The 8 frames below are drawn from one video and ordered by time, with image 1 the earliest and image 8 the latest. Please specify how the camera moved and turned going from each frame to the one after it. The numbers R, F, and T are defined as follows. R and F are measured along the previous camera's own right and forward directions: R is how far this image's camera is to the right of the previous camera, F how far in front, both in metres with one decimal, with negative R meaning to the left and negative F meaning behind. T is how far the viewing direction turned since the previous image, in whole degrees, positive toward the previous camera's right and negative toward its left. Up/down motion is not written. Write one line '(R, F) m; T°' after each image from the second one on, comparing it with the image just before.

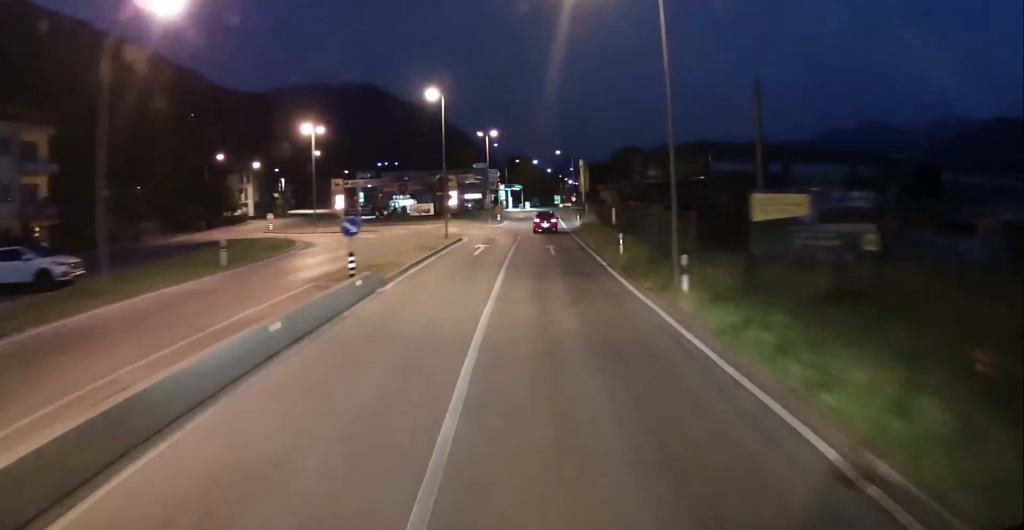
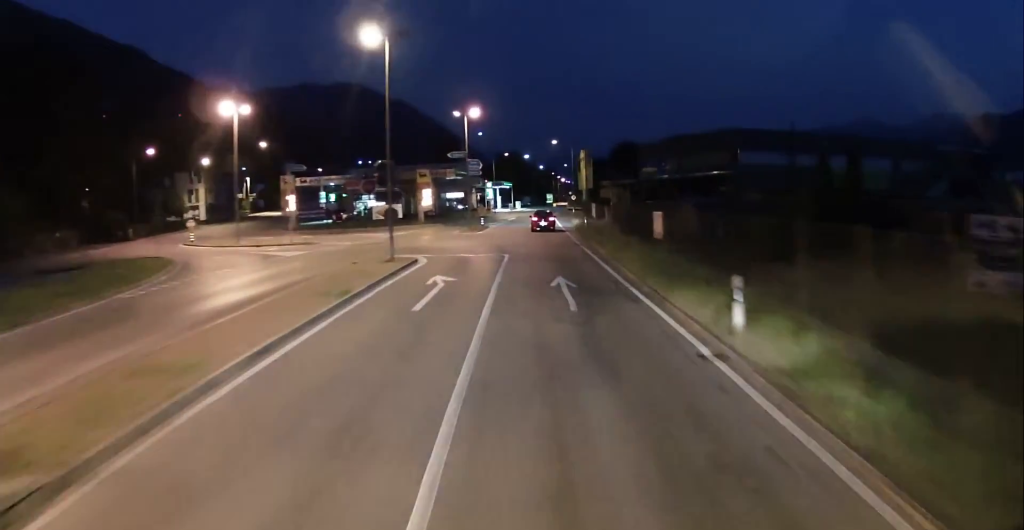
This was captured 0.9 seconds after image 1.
(+0.1, +15.3) m; +1°
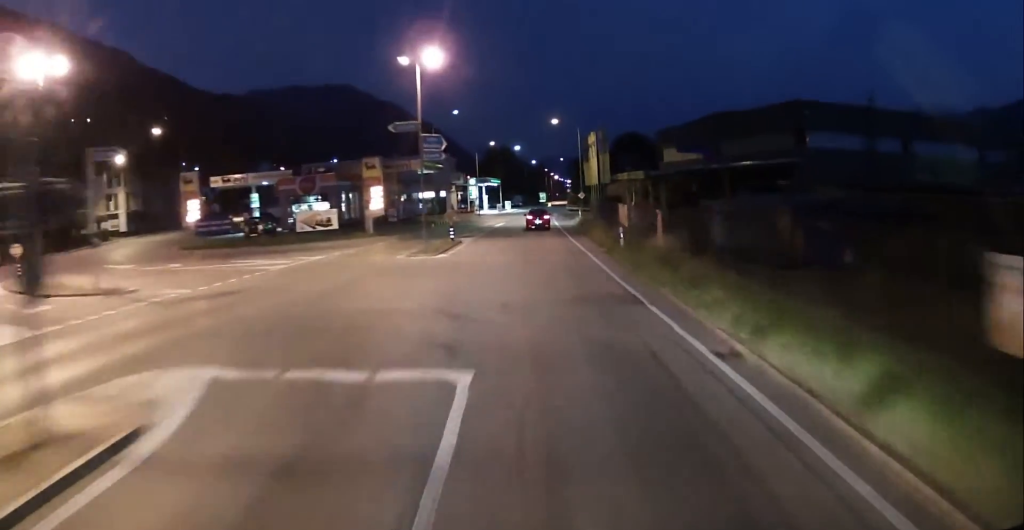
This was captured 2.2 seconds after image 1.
(+0.3, +20.2) m; +2°
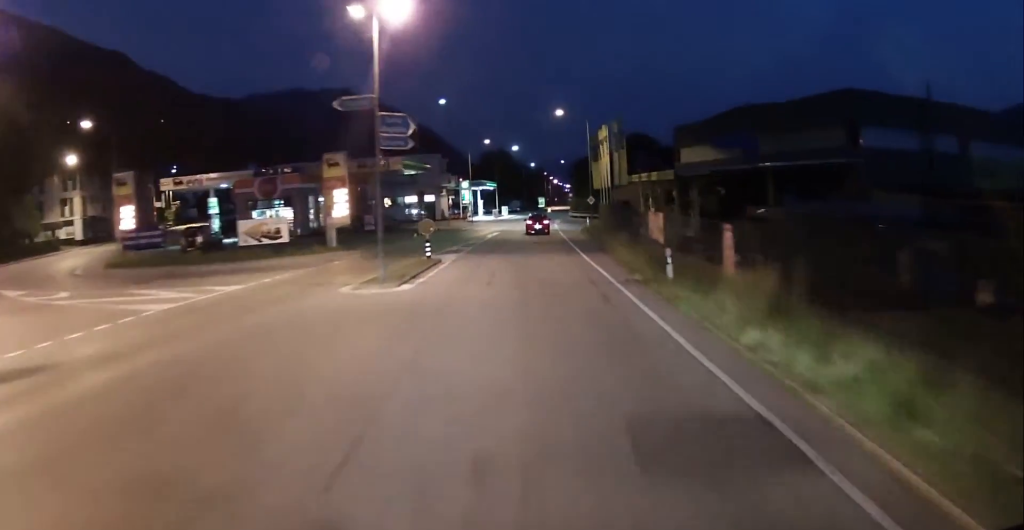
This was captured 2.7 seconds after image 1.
(+0.1, +9.2) m; 0°
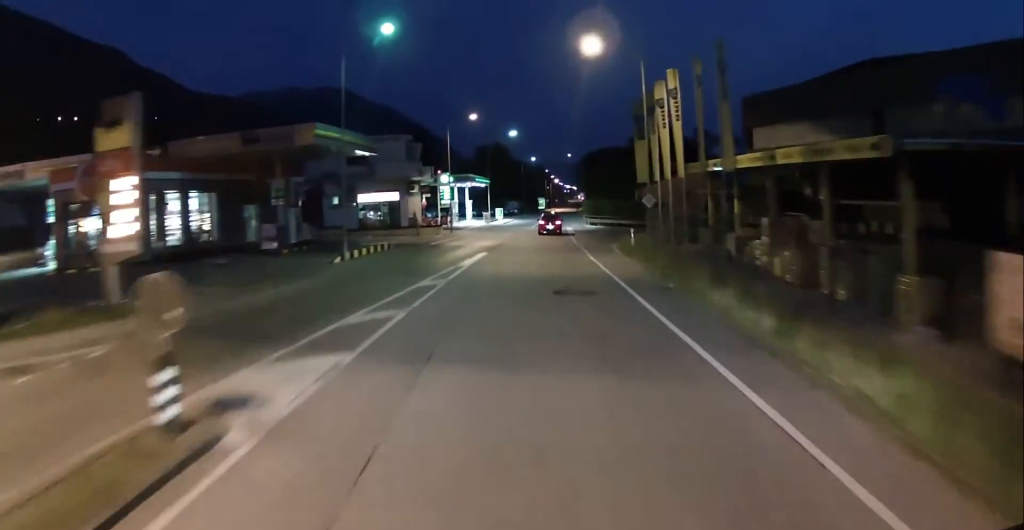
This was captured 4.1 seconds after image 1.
(0.0, +22.0) m; 0°
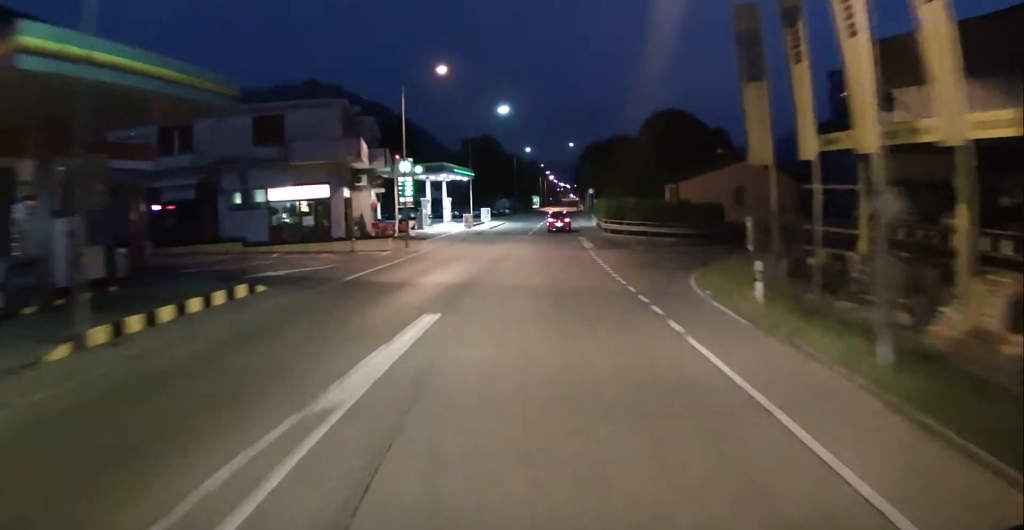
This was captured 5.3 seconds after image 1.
(+0.3, +18.8) m; 0°
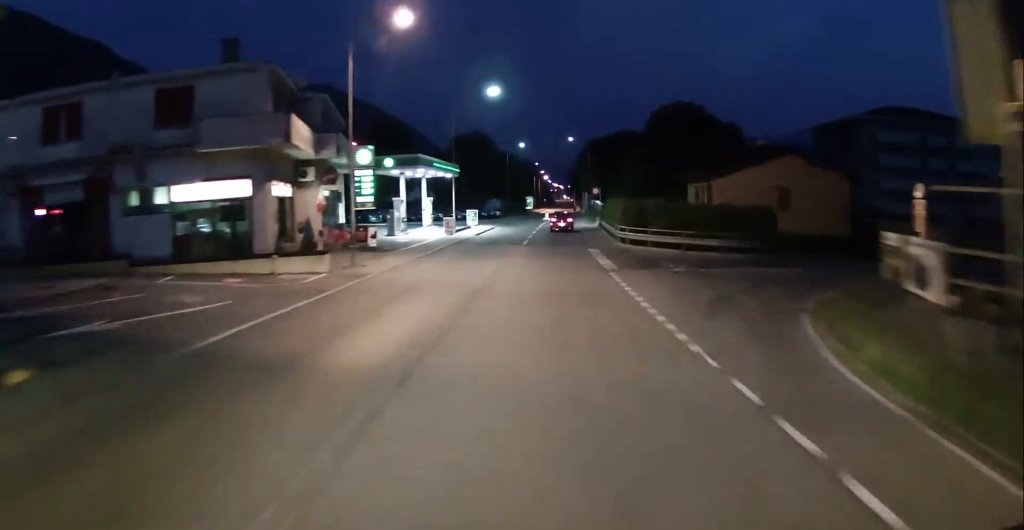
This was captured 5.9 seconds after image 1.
(-0.2, +10.2) m; 0°
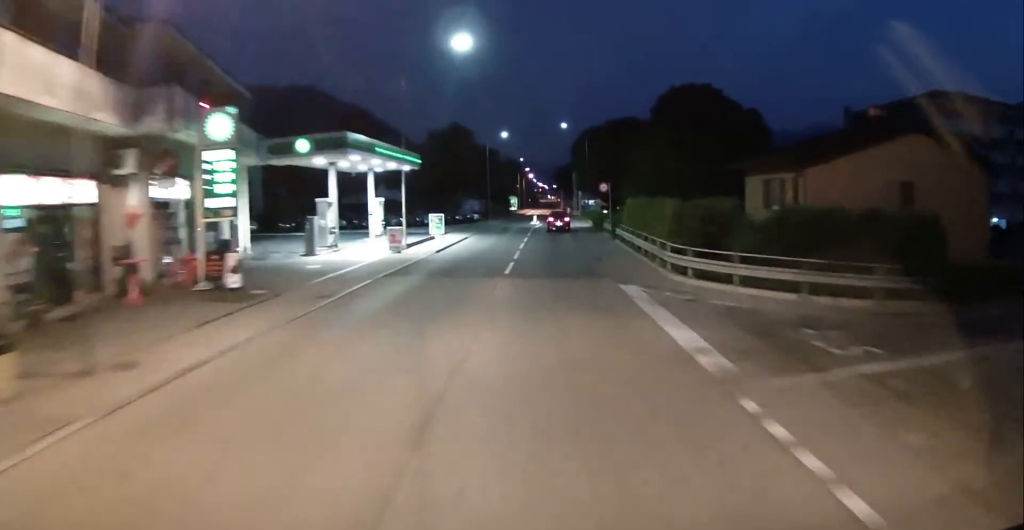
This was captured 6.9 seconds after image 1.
(0.0, +15.4) m; +1°
